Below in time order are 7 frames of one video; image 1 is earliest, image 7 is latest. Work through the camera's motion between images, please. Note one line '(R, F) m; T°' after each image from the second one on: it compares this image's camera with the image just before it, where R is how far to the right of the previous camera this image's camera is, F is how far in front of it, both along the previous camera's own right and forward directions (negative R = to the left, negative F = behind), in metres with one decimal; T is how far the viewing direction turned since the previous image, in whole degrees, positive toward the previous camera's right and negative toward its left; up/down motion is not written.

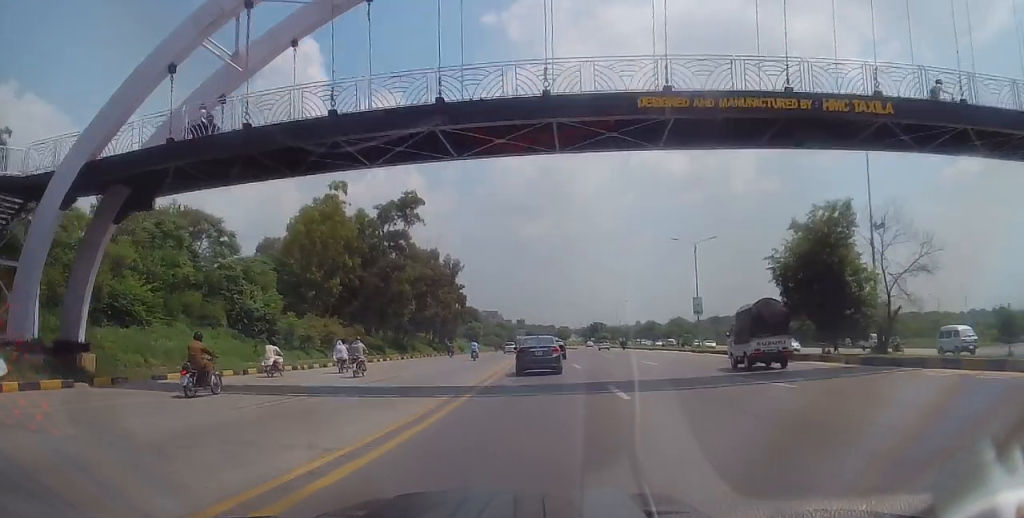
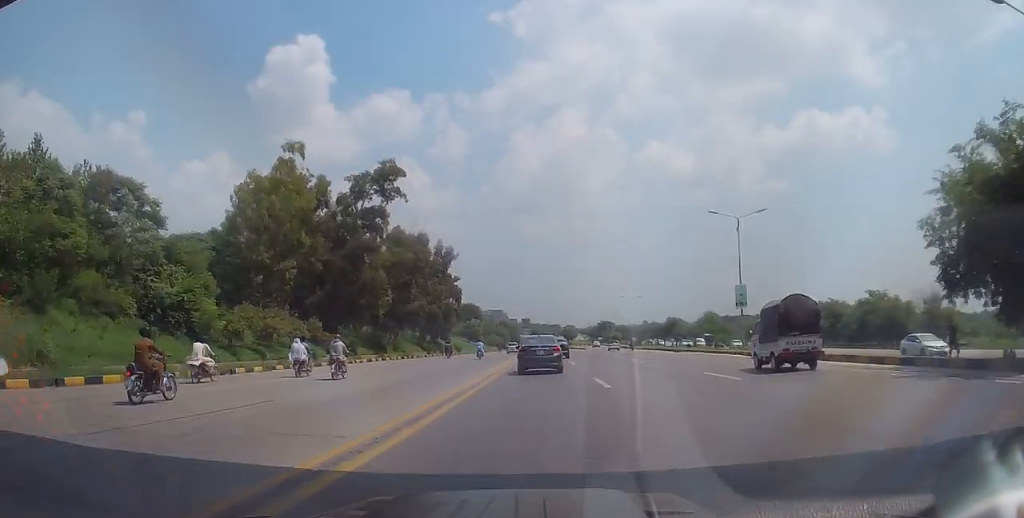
(0.0, +12.7) m; 0°
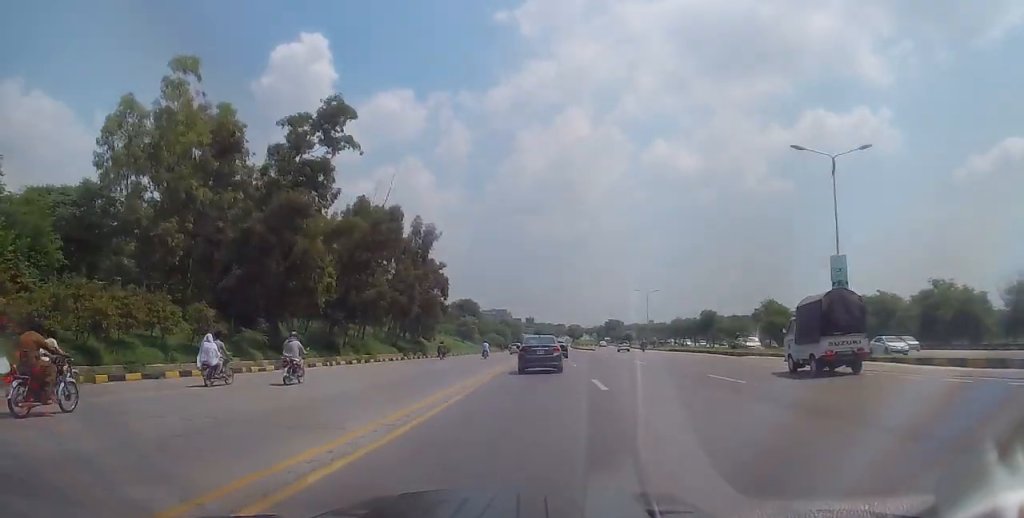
(-0.2, +16.7) m; 0°
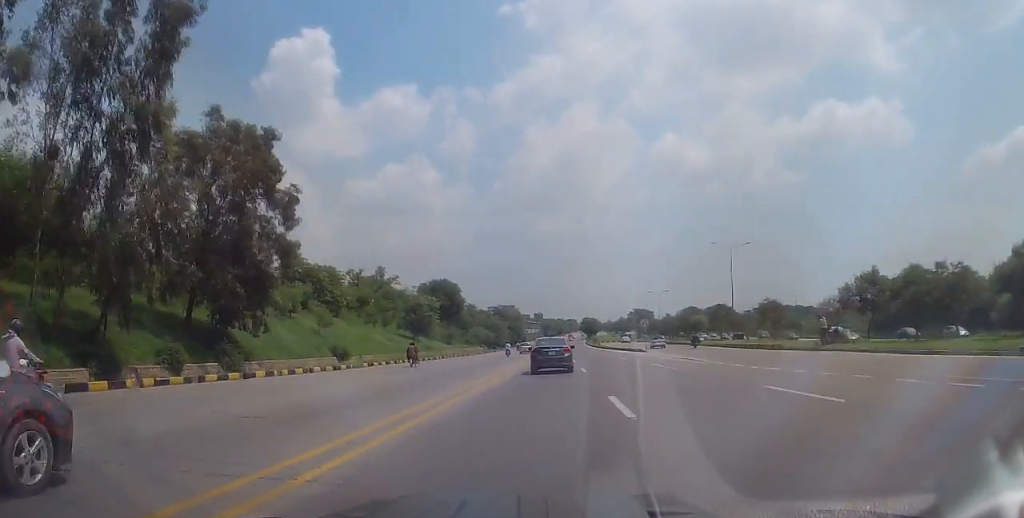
(-0.3, +53.7) m; -1°
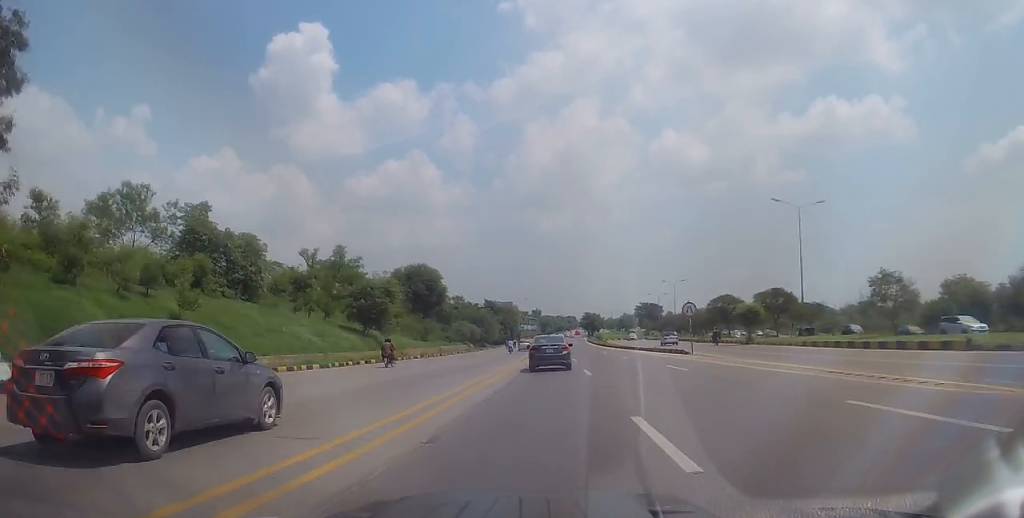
(+0.3, +20.3) m; +1°
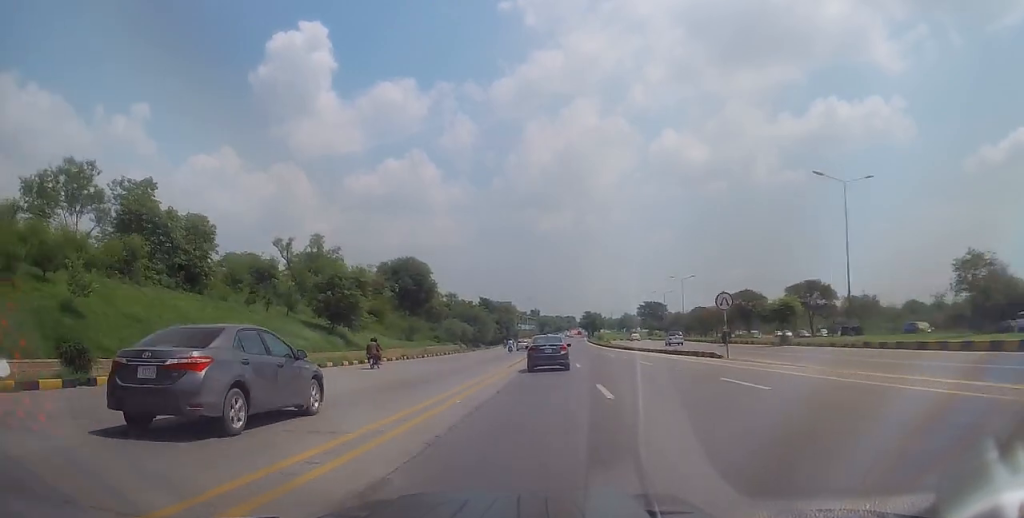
(+0.1, +8.4) m; 0°
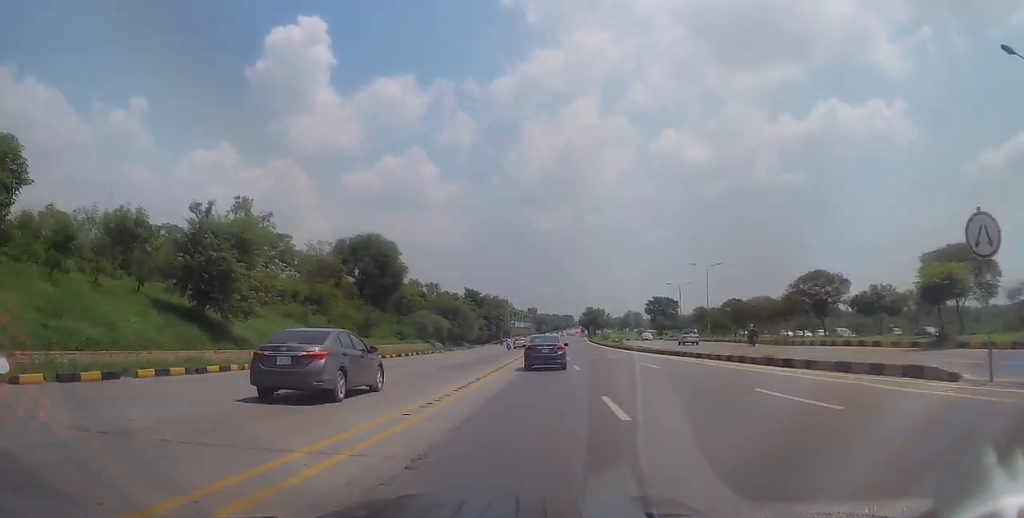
(-0.1, +19.9) m; -1°
